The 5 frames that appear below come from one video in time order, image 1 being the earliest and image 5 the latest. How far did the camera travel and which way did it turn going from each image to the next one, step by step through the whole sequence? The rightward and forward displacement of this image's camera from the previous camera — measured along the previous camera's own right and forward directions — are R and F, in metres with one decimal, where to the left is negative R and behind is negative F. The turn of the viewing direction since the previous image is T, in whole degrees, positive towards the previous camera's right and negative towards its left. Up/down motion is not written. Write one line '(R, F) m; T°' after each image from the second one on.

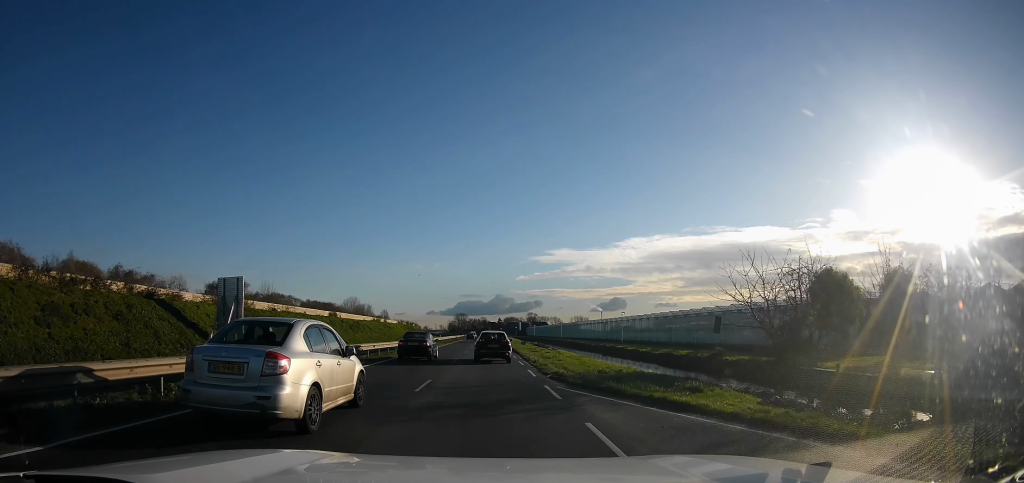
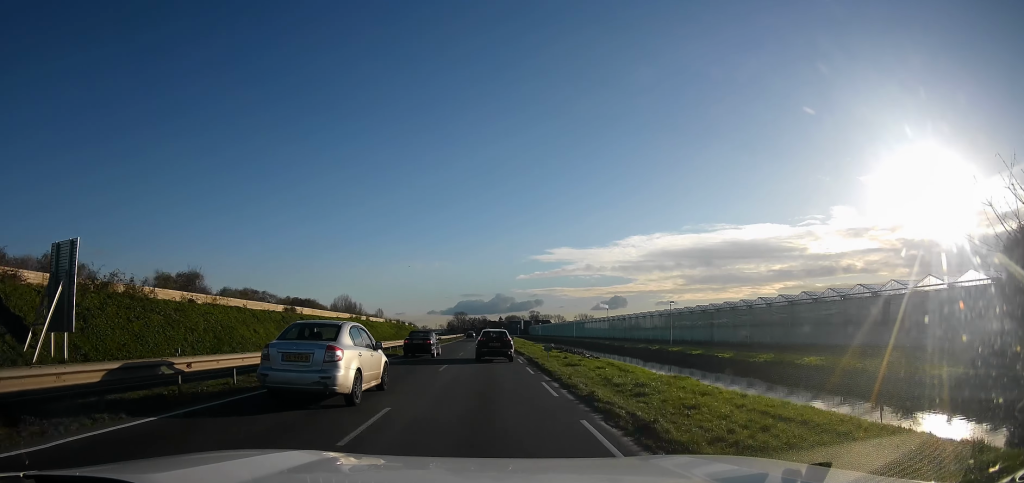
(+0.2, +18.1) m; +1°
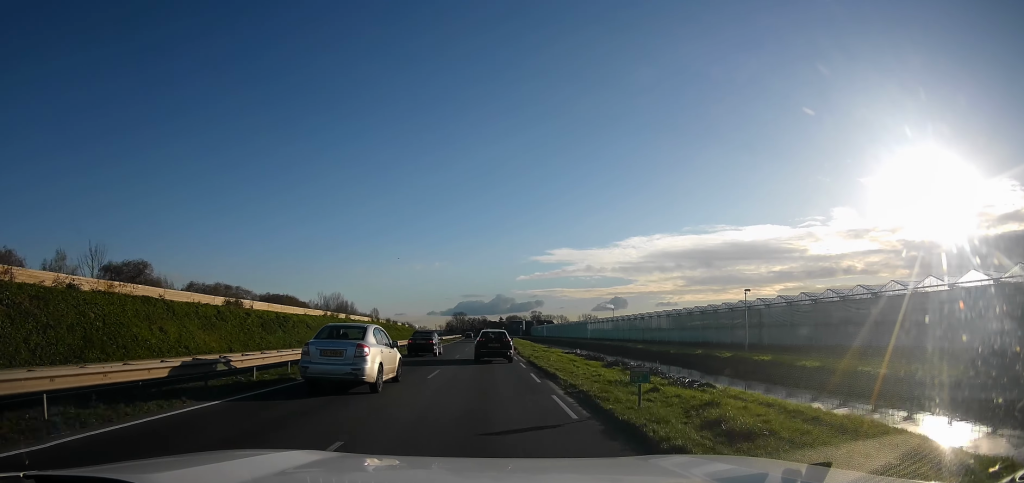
(+0.2, +15.0) m; -1°
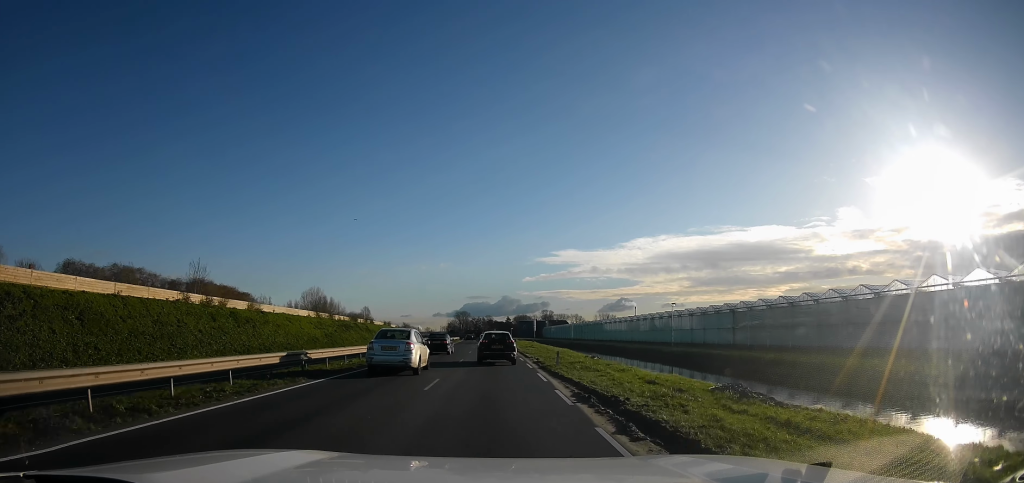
(-1.0, +39.2) m; -2°
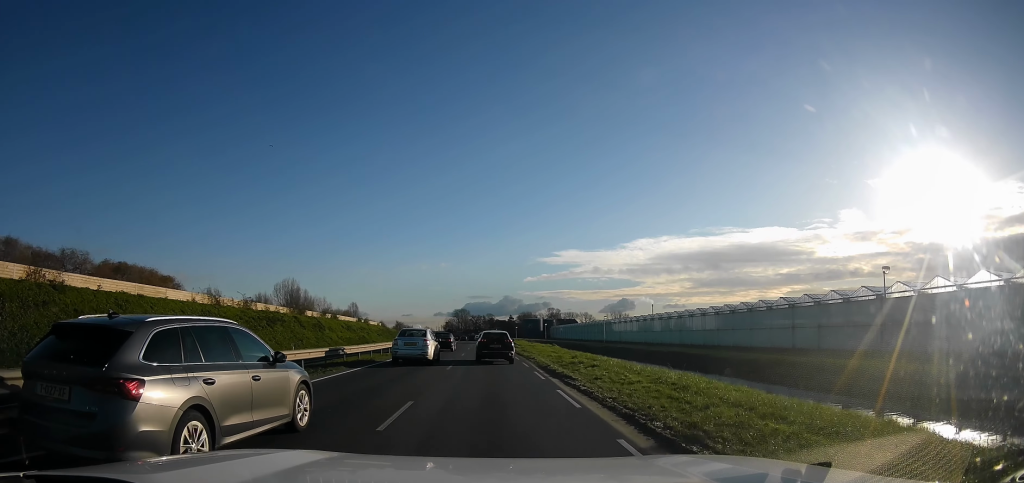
(0.0, +29.3) m; 0°
